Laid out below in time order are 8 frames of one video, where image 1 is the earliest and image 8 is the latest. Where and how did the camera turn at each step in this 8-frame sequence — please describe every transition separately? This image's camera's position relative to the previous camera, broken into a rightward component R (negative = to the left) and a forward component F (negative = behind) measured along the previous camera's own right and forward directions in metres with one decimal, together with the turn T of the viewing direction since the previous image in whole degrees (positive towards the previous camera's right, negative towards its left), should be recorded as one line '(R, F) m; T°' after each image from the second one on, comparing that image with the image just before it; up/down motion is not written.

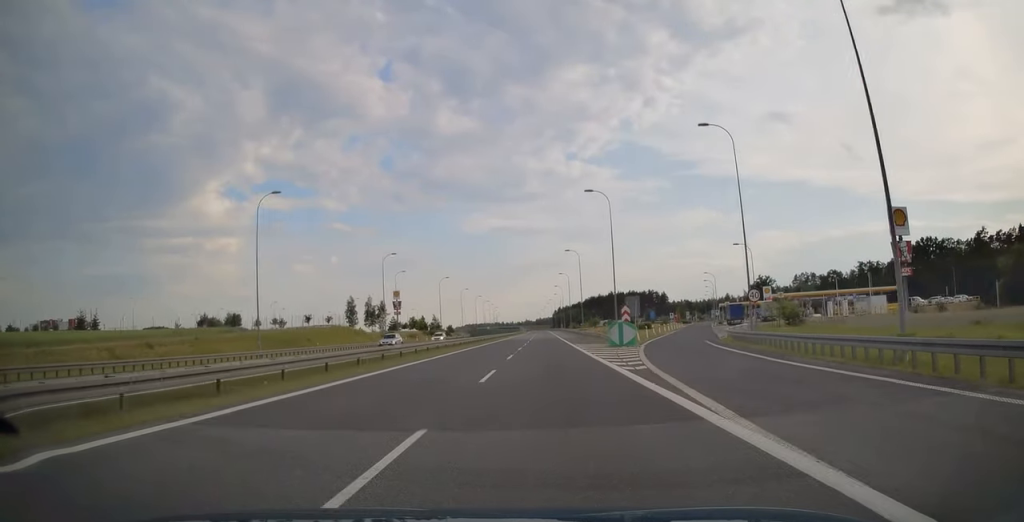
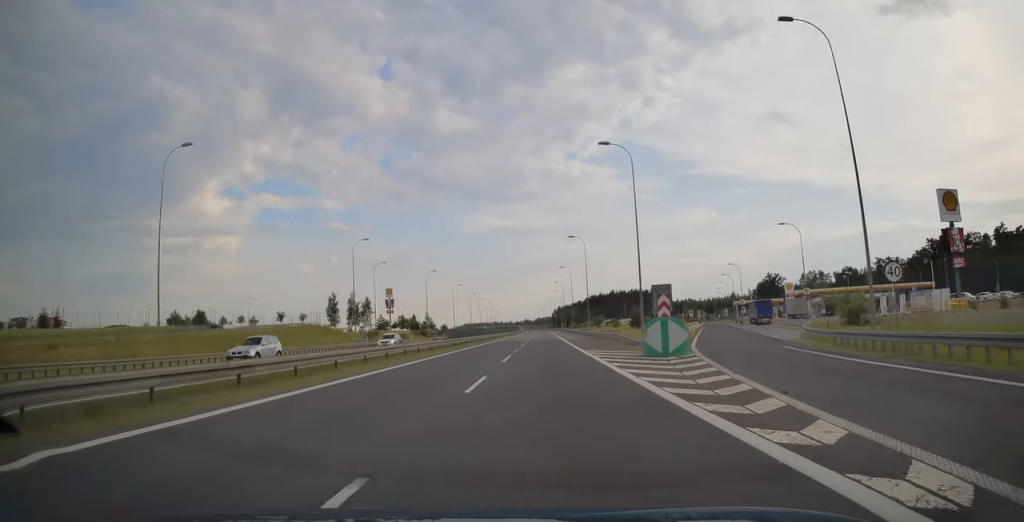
(0.0, +14.8) m; 0°
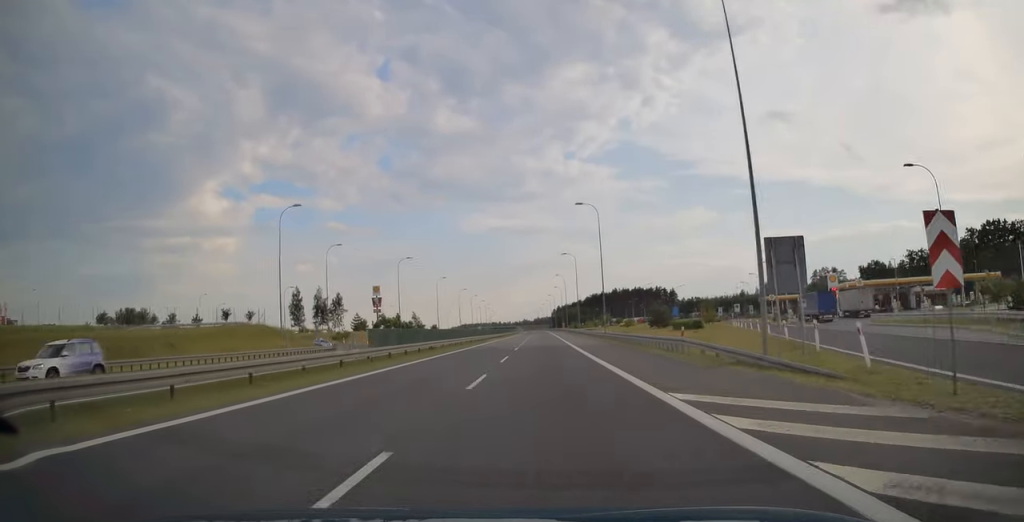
(+0.1, +23.0) m; 0°
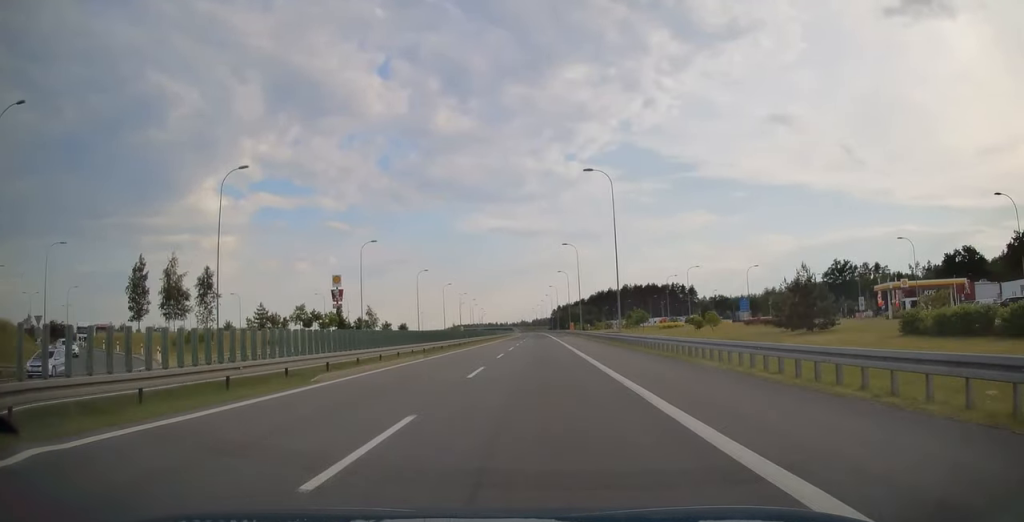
(+0.1, +57.5) m; 0°
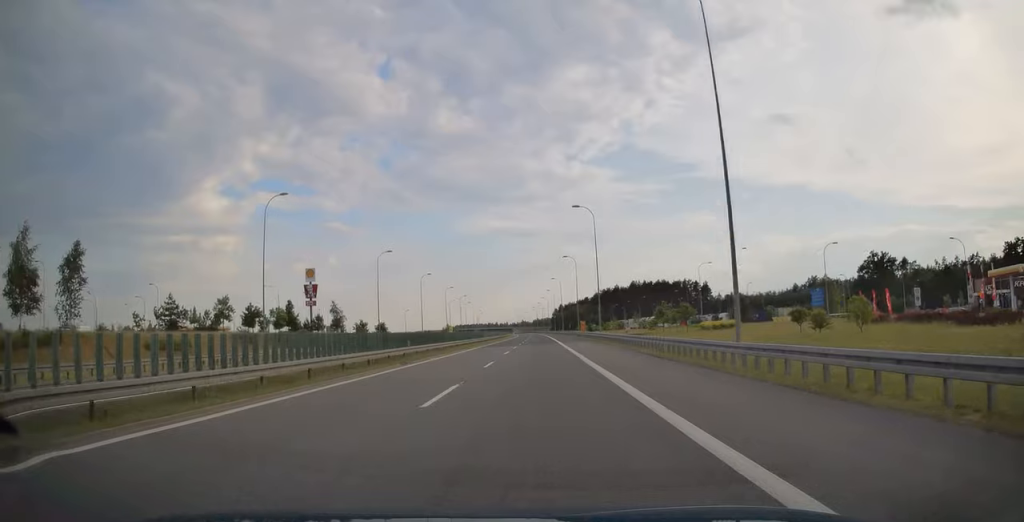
(-0.1, +29.6) m; 0°
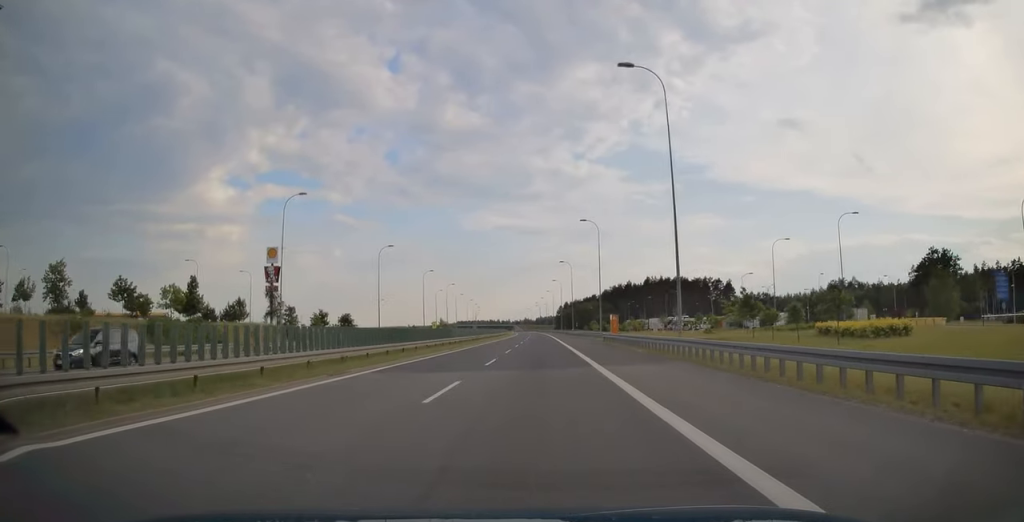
(0.0, +35.7) m; 0°
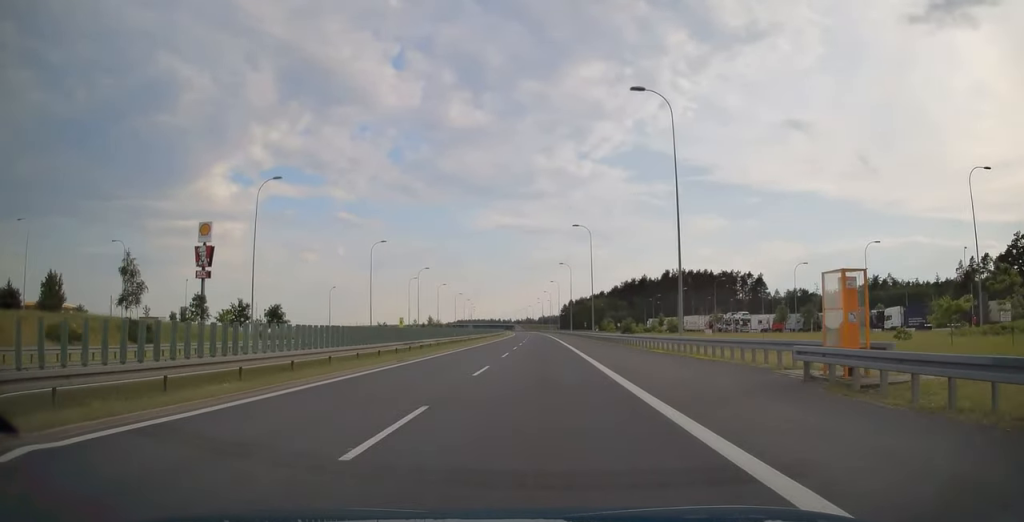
(+0.1, +41.1) m; 0°
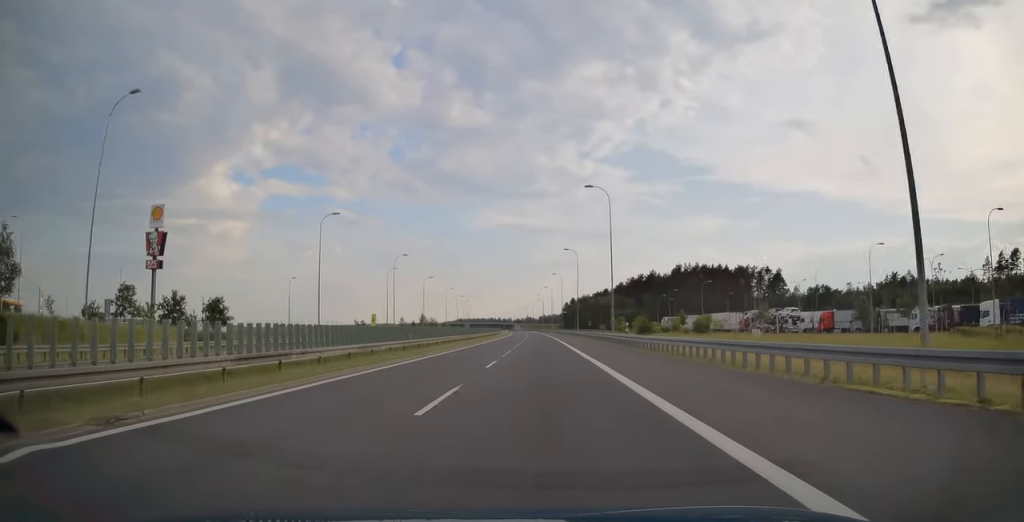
(0.0, +20.8) m; 0°
